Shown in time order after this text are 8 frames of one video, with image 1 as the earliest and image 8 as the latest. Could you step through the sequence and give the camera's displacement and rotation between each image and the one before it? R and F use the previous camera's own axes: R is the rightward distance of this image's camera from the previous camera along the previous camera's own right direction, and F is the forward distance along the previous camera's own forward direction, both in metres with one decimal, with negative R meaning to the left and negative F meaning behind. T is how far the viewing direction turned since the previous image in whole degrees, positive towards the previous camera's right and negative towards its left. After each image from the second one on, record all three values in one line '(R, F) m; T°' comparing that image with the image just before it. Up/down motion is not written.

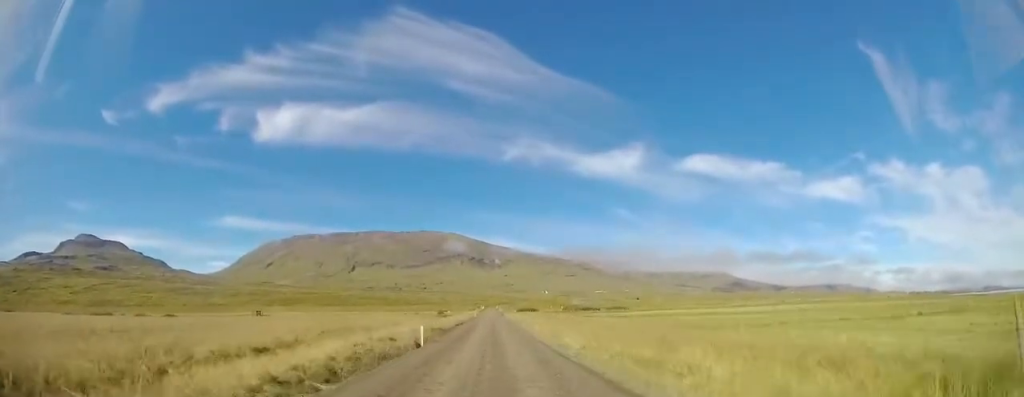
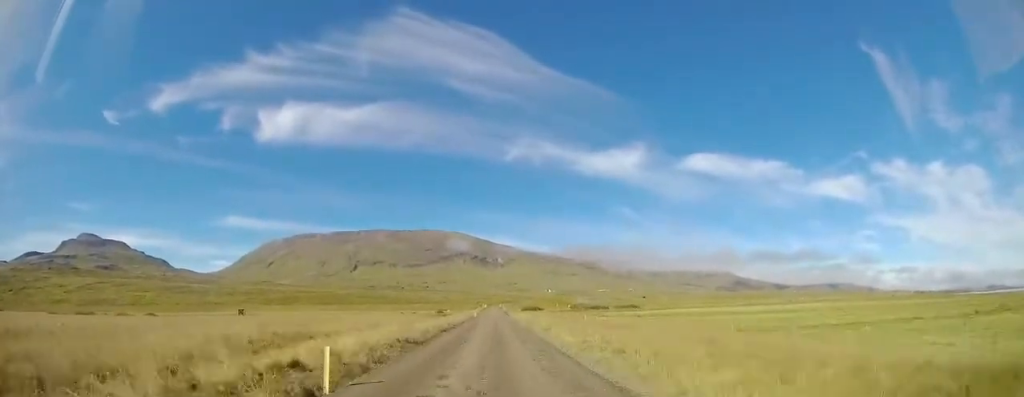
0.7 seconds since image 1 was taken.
(-0.1, +9.5) m; 0°
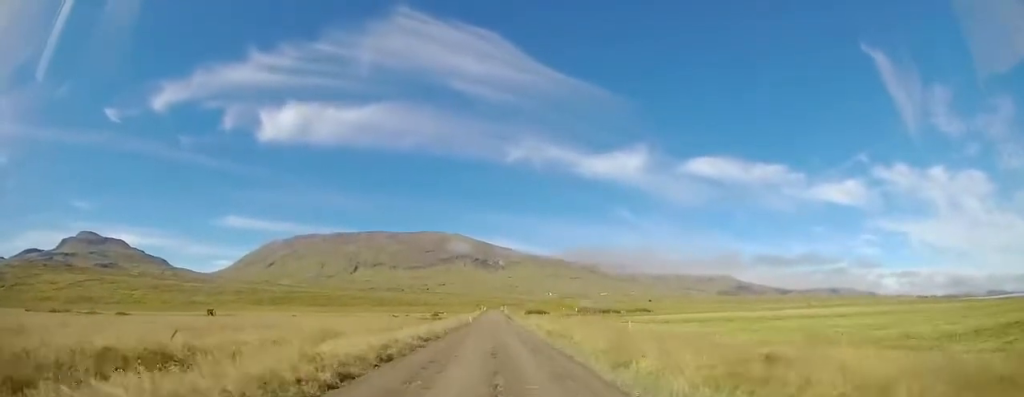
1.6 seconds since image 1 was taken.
(-0.1, +12.7) m; 0°
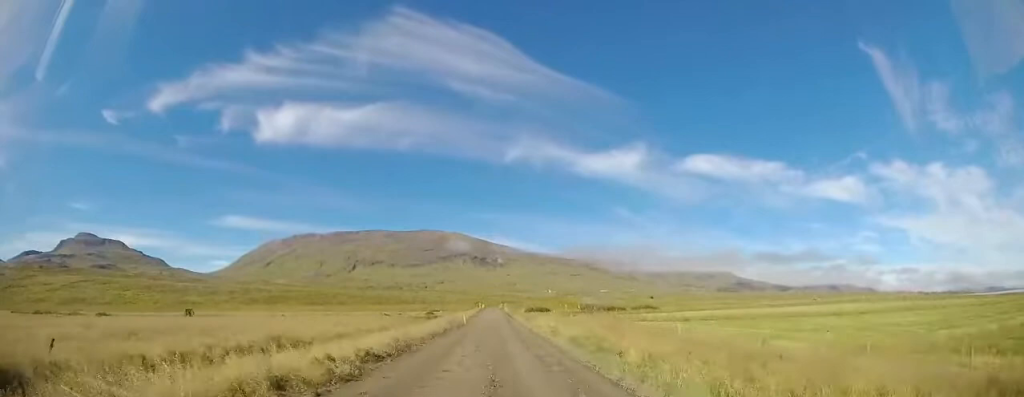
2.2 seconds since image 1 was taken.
(+0.1, +7.3) m; 0°
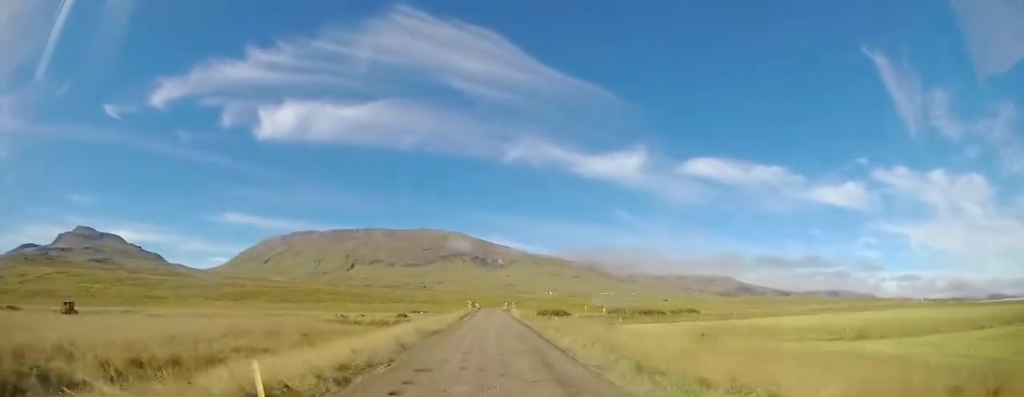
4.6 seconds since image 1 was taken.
(-0.8, +32.3) m; 0°
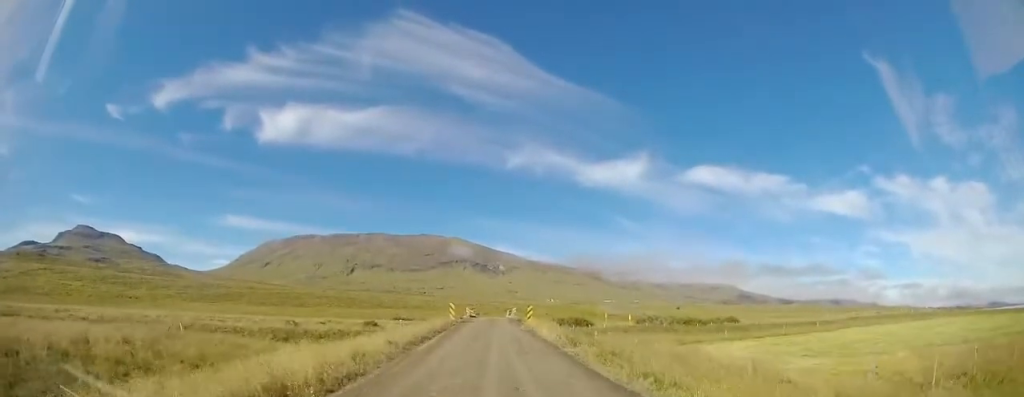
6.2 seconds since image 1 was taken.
(-0.2, +20.0) m; -2°
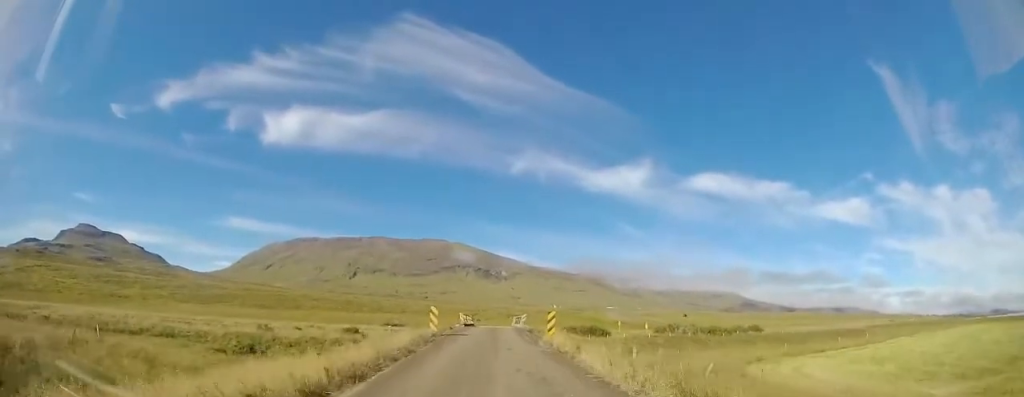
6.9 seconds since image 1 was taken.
(+0.1, +8.4) m; 0°
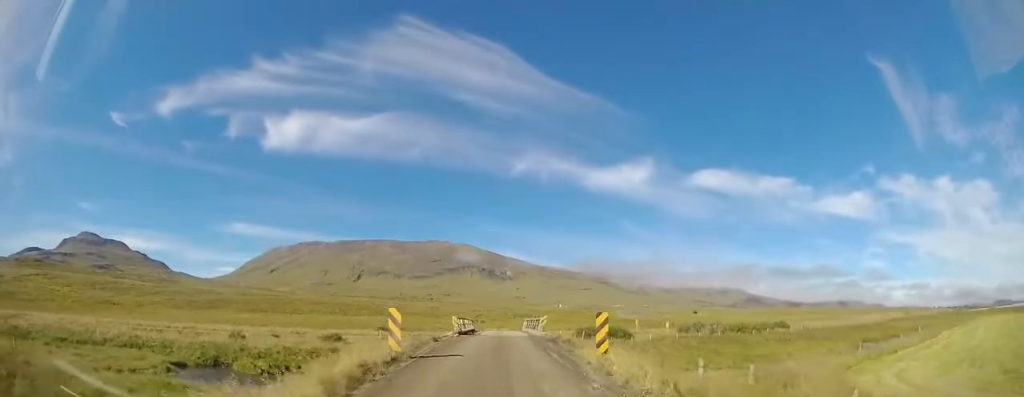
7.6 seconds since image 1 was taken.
(0.0, +7.2) m; 0°
